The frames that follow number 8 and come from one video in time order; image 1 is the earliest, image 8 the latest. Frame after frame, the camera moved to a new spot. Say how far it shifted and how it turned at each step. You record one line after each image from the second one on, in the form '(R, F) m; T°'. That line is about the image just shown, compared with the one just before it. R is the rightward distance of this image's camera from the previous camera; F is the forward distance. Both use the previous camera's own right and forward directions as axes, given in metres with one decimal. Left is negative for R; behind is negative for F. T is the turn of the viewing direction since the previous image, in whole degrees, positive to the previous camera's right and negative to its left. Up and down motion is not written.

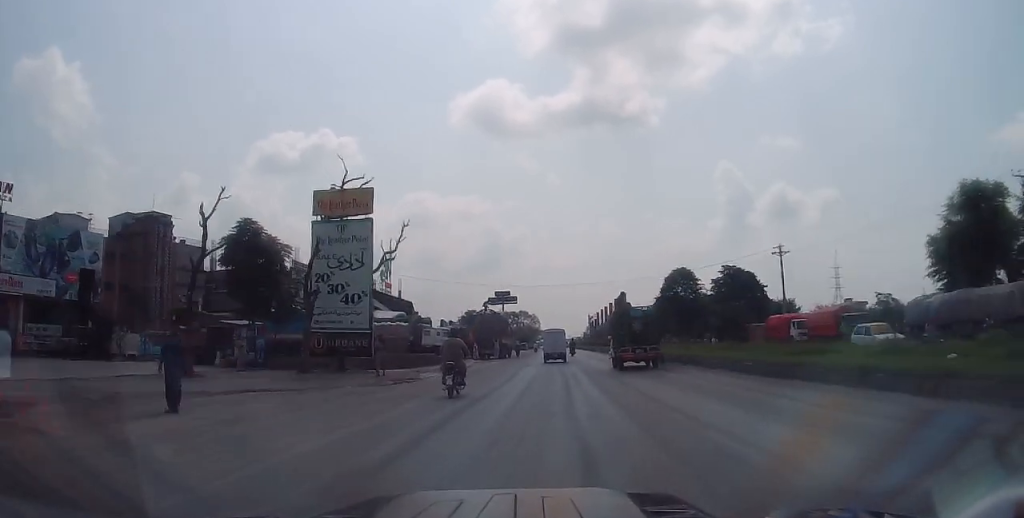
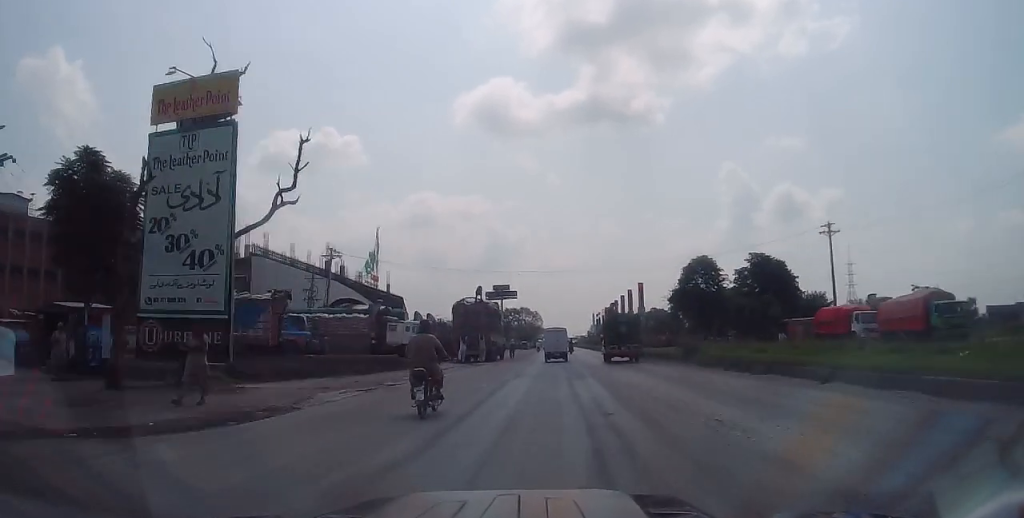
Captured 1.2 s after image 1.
(-0.1, +13.1) m; -1°
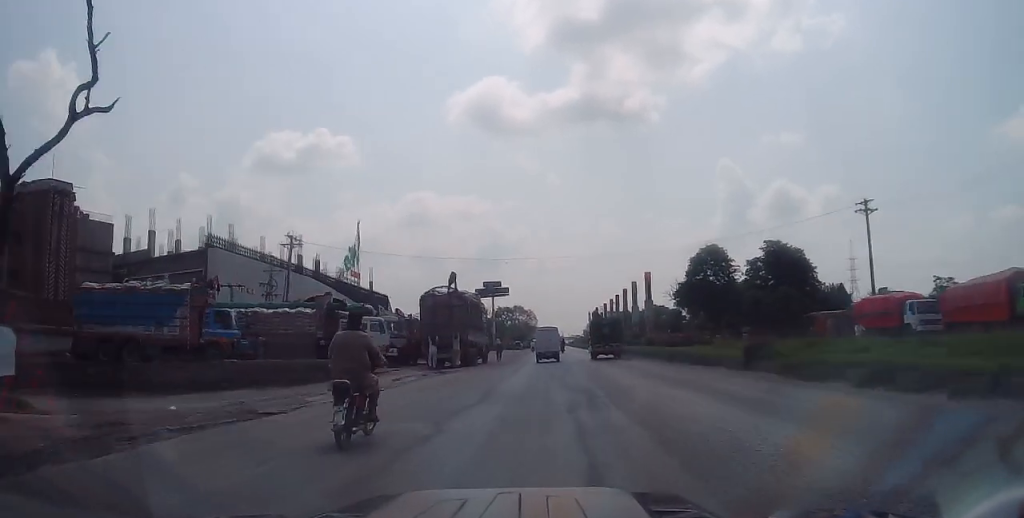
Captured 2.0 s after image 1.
(-0.1, +9.2) m; 0°
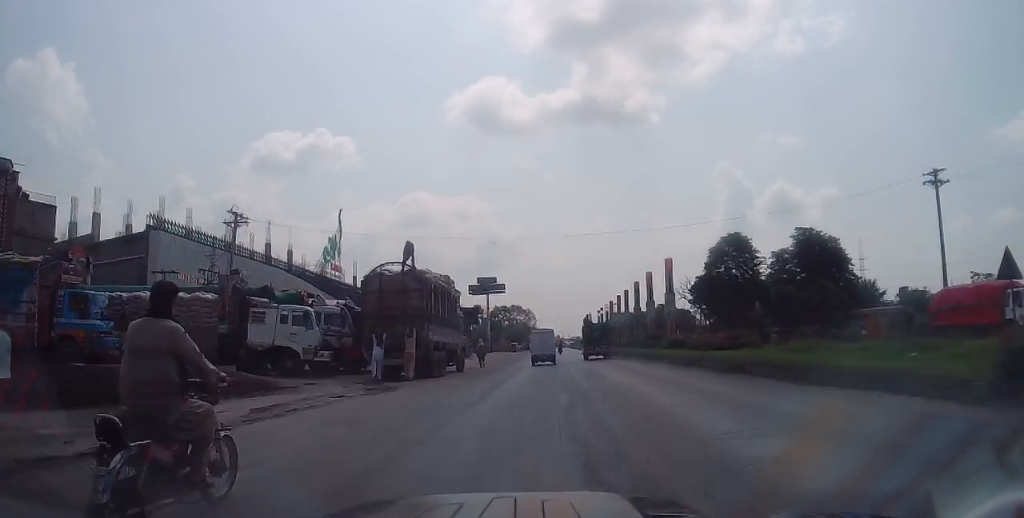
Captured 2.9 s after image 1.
(0.0, +11.0) m; 0°
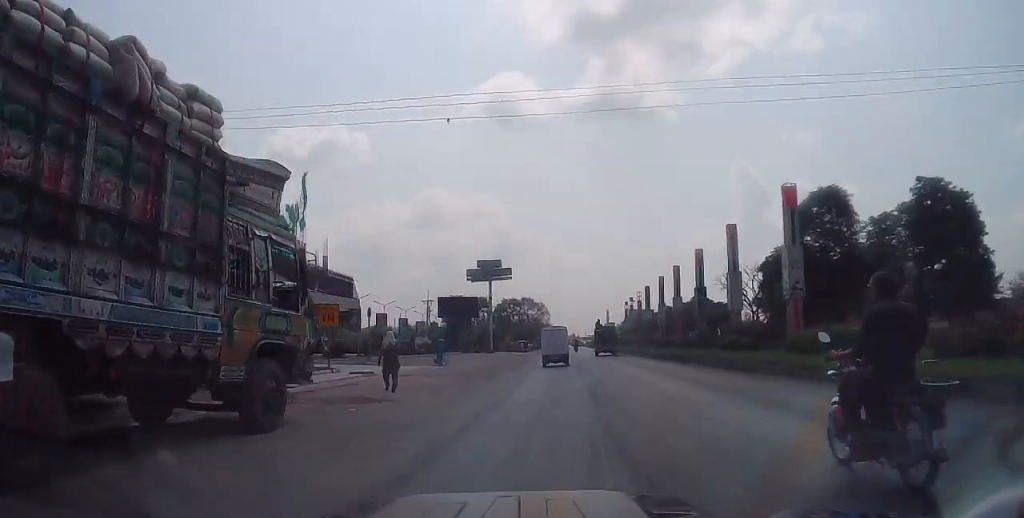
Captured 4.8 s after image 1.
(0.0, +23.2) m; -2°
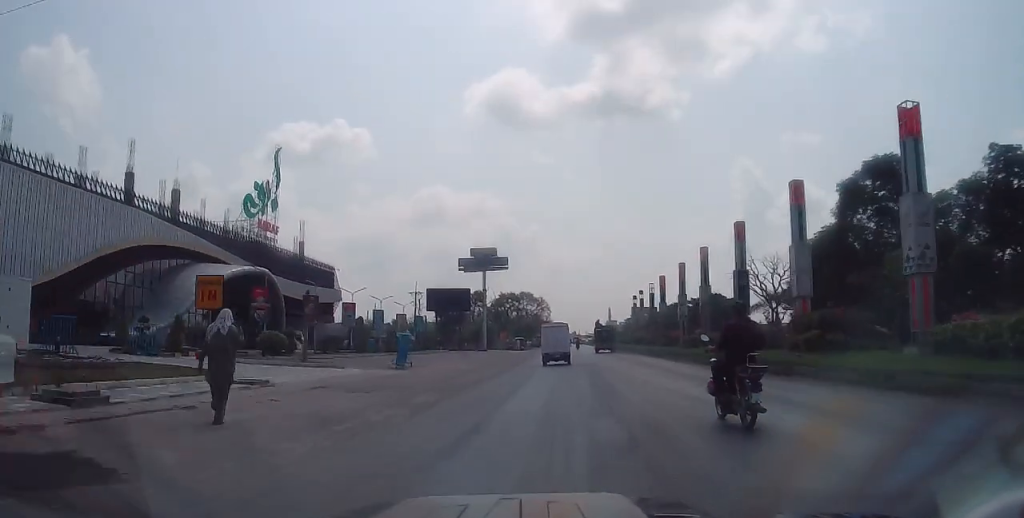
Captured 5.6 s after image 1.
(-0.2, +9.6) m; 0°
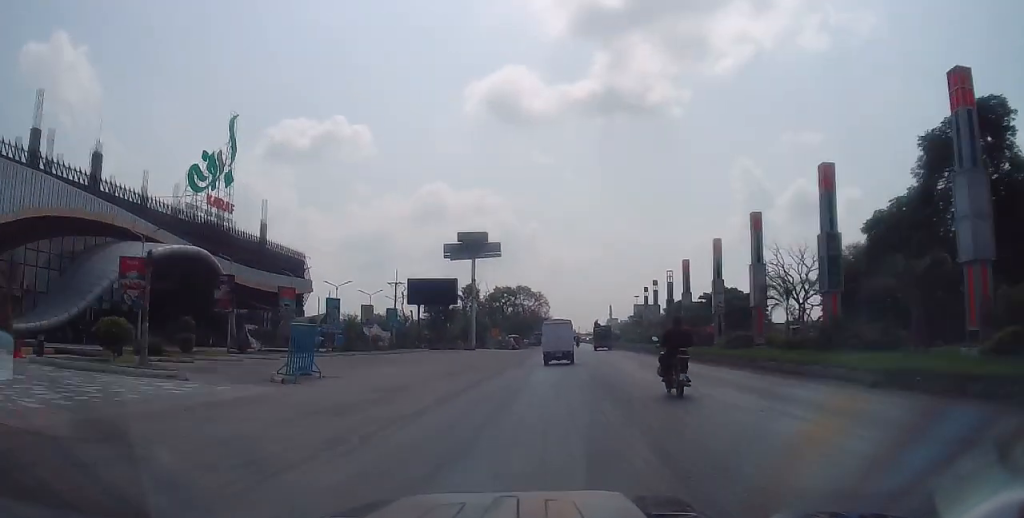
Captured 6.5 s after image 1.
(+0.2, +11.7) m; +2°
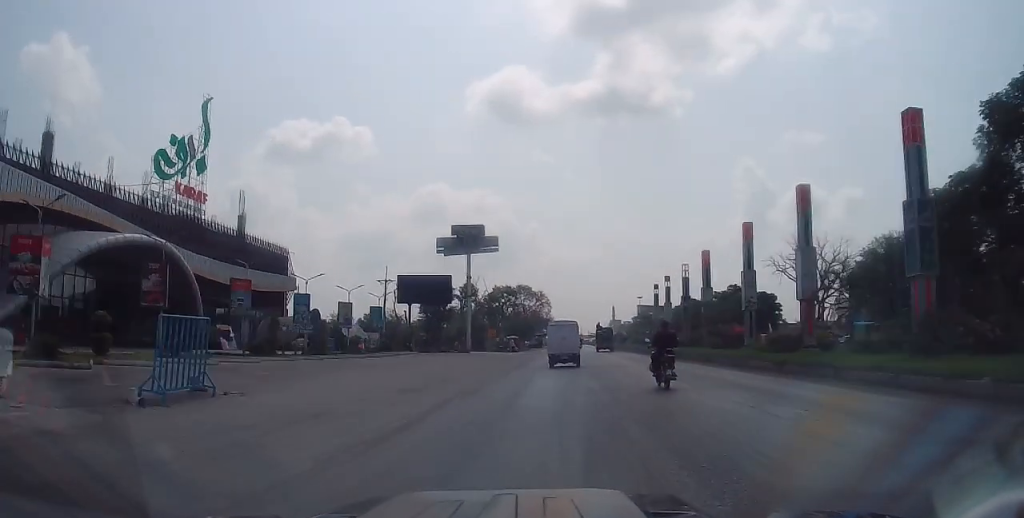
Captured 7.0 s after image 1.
(+0.1, +6.1) m; 0°
